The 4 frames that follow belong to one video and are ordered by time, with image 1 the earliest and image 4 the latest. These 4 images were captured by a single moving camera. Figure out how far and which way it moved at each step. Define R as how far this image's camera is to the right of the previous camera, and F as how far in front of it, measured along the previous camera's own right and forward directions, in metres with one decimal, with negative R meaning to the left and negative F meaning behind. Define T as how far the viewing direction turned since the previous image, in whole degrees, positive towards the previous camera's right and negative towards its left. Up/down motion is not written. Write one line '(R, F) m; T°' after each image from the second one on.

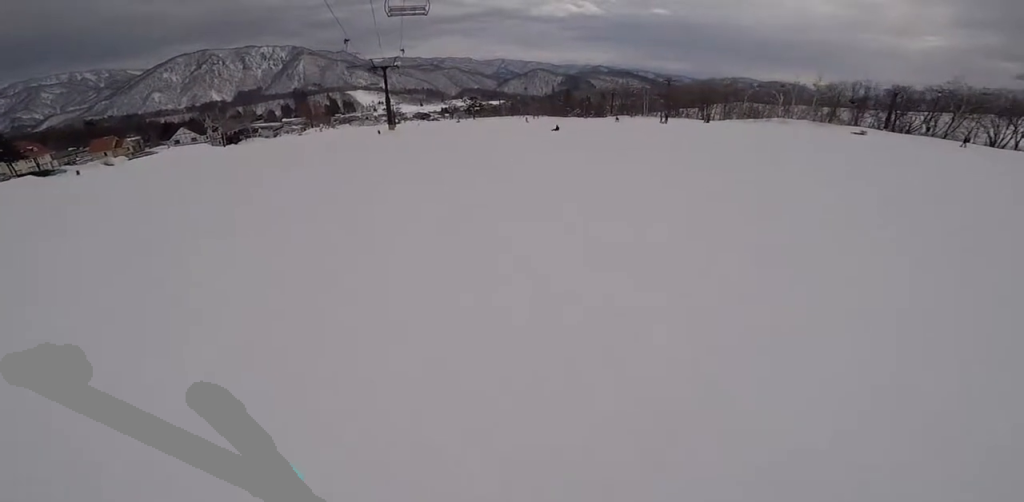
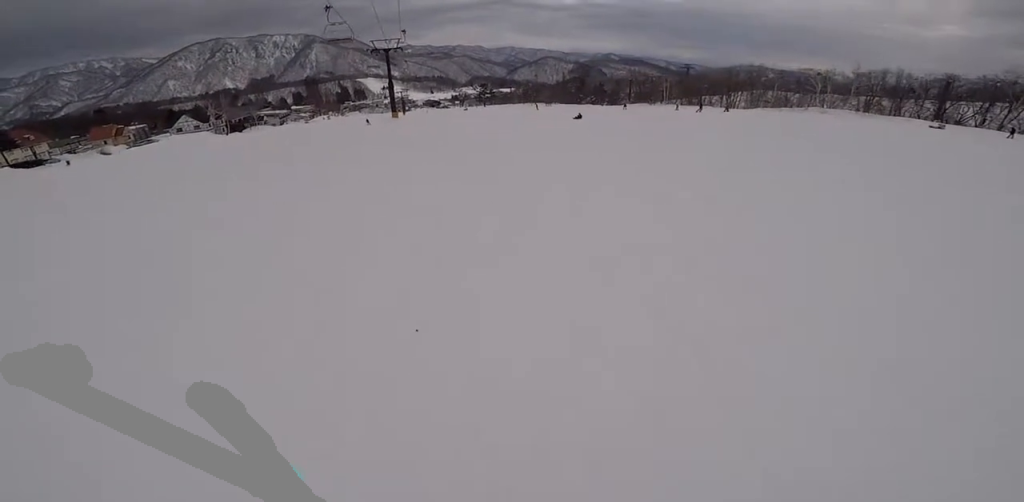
(0.0, +6.4) m; +3°
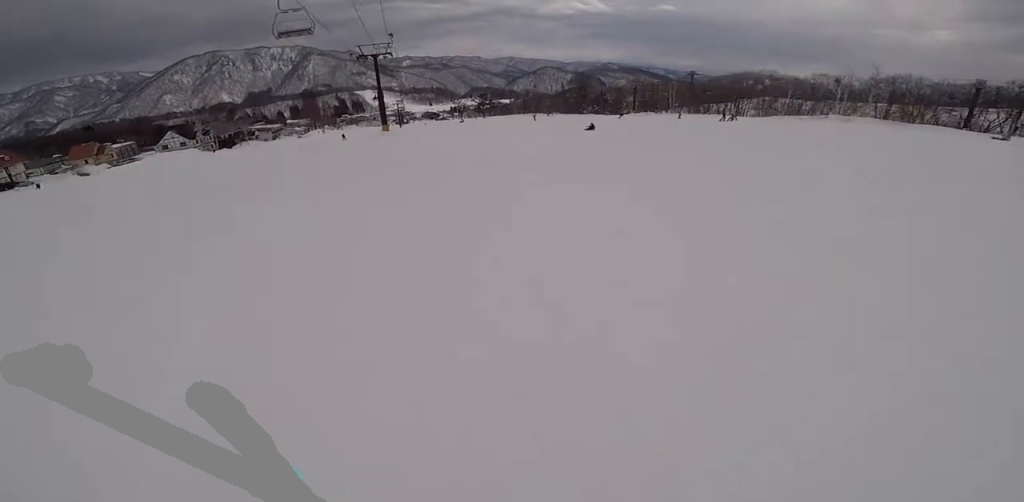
(+0.1, +5.7) m; +2°
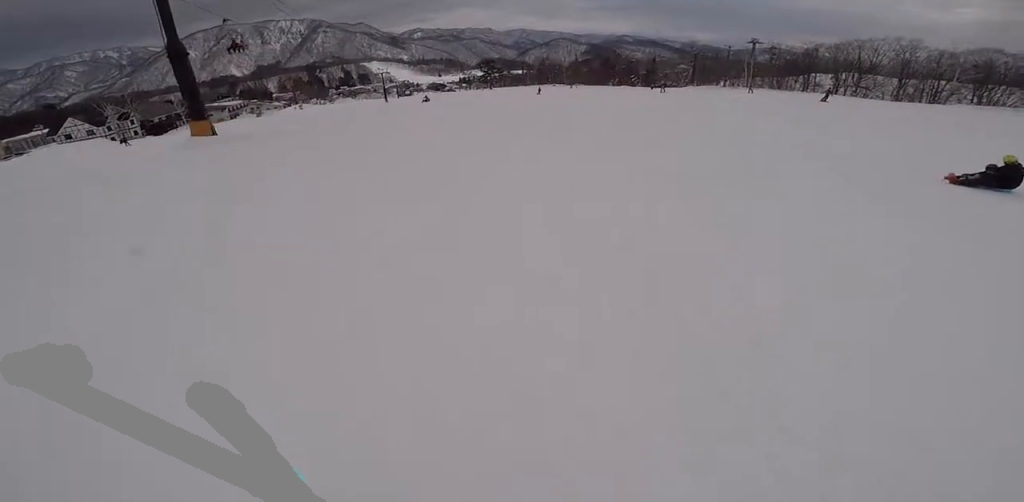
(+1.5, +34.5) m; +2°
